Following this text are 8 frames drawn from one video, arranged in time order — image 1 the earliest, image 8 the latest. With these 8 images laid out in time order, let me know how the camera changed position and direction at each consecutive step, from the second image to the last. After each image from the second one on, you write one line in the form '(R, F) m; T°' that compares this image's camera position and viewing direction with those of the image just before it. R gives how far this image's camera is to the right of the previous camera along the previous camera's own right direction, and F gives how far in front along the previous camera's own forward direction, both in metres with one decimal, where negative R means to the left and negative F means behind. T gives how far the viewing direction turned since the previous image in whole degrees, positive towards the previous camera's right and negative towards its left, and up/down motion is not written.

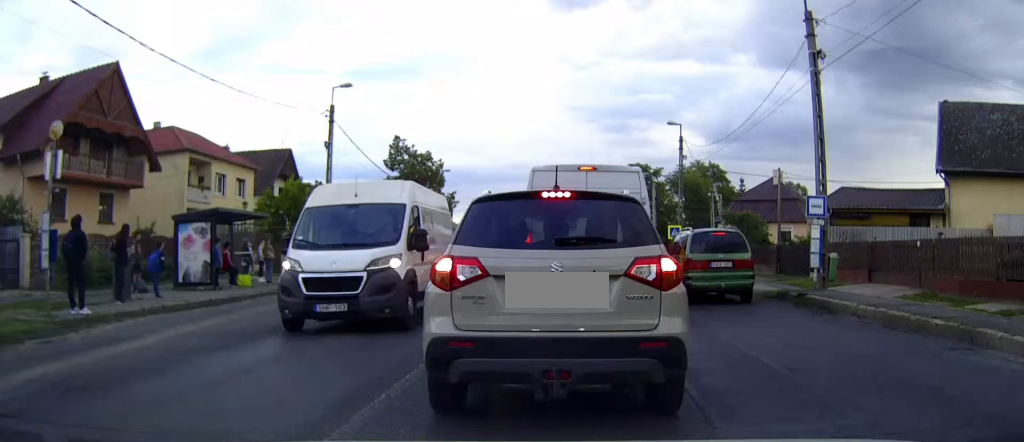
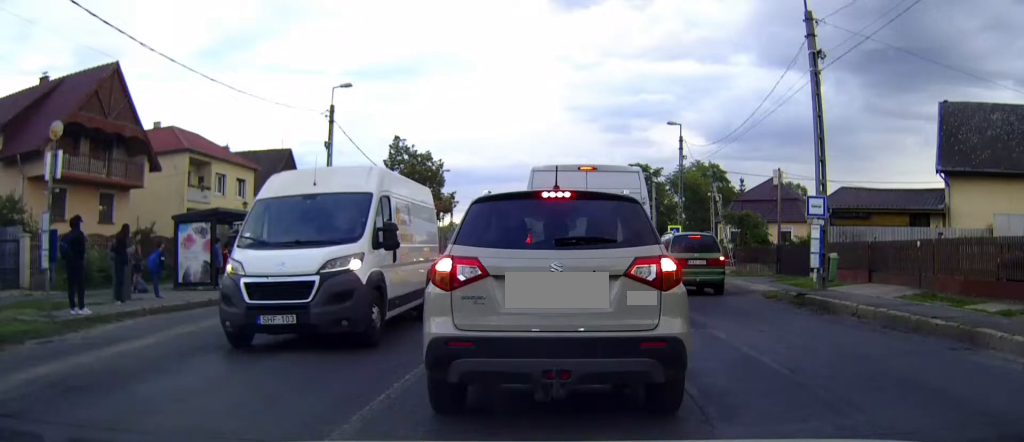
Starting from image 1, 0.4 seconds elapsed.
(0.0, 0.0) m; 0°
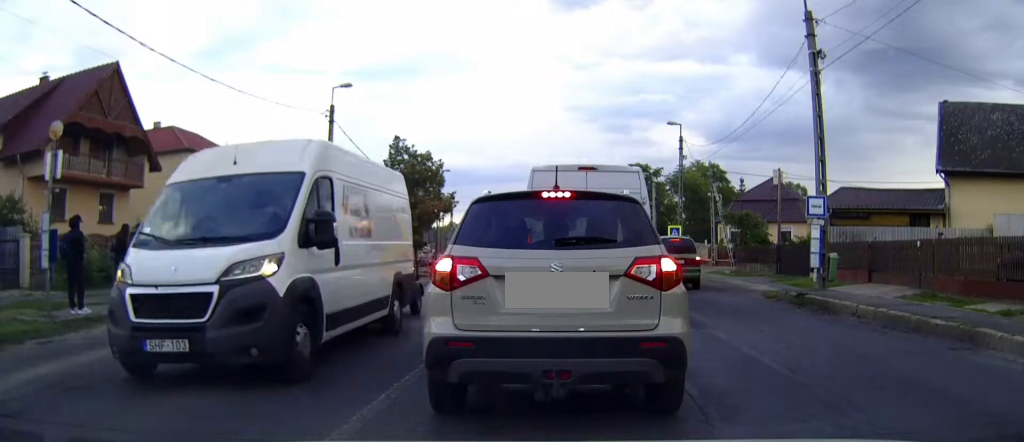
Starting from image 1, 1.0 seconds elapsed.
(0.0, 0.0) m; 0°
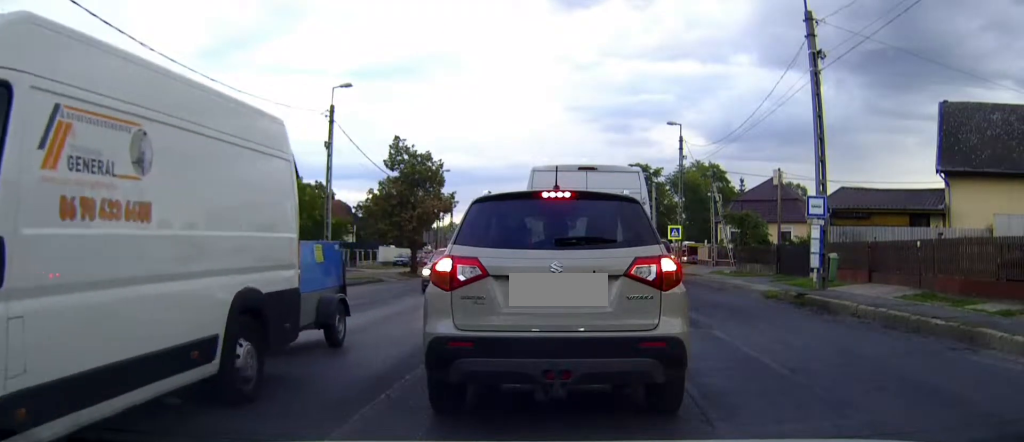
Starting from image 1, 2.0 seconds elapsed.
(0.0, 0.0) m; 0°
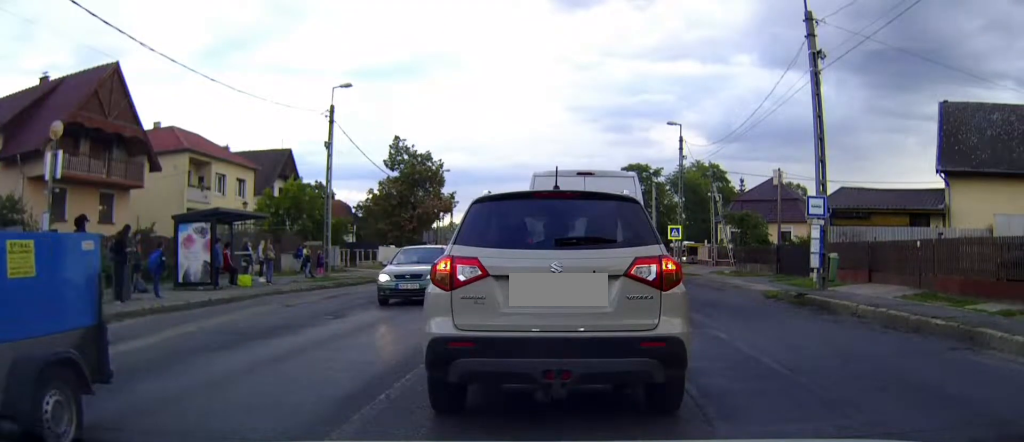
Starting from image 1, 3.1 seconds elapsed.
(0.0, 0.0) m; 0°
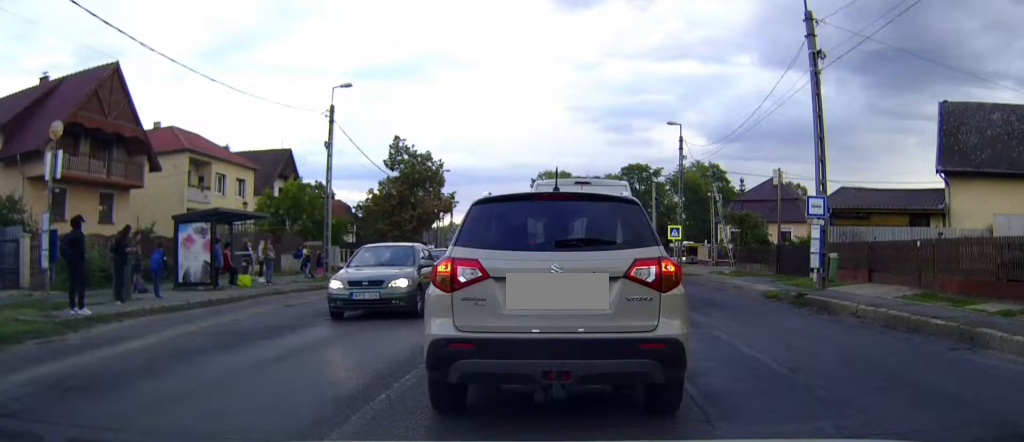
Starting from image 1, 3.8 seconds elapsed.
(0.0, 0.0) m; 0°
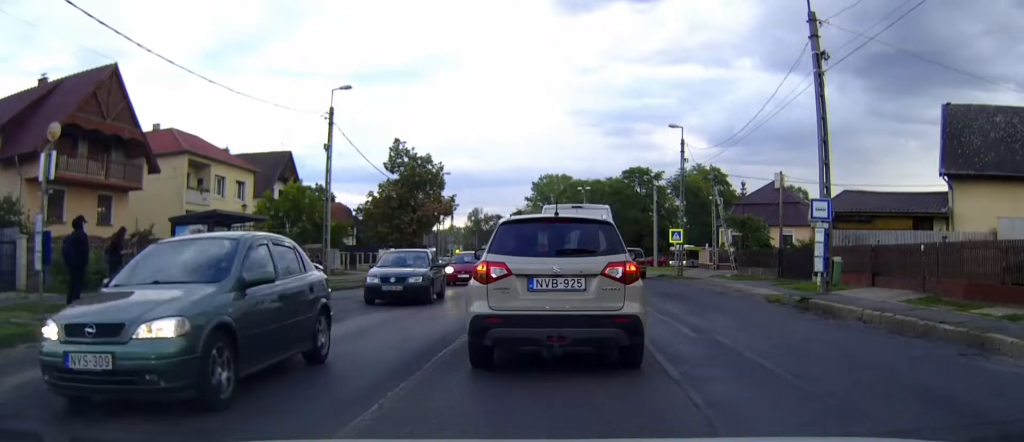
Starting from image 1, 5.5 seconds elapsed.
(0.0, 0.0) m; 0°
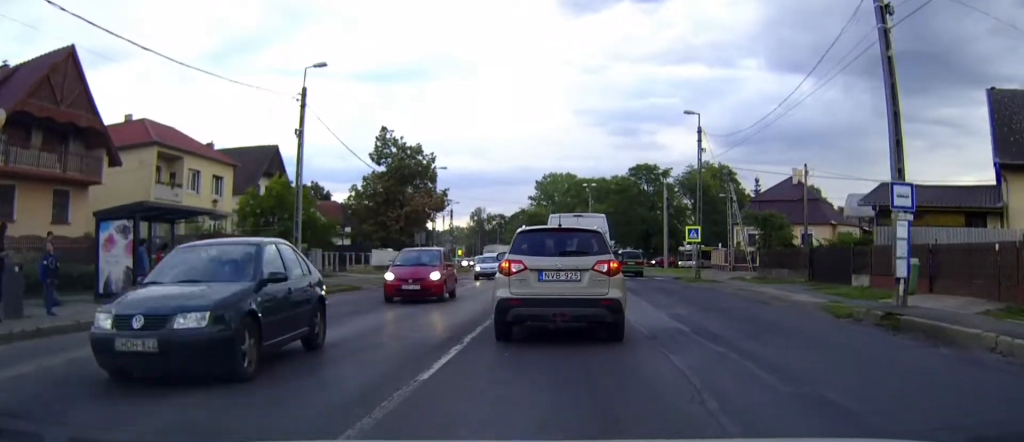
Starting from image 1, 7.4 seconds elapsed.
(0.0, +3.1) m; +3°
